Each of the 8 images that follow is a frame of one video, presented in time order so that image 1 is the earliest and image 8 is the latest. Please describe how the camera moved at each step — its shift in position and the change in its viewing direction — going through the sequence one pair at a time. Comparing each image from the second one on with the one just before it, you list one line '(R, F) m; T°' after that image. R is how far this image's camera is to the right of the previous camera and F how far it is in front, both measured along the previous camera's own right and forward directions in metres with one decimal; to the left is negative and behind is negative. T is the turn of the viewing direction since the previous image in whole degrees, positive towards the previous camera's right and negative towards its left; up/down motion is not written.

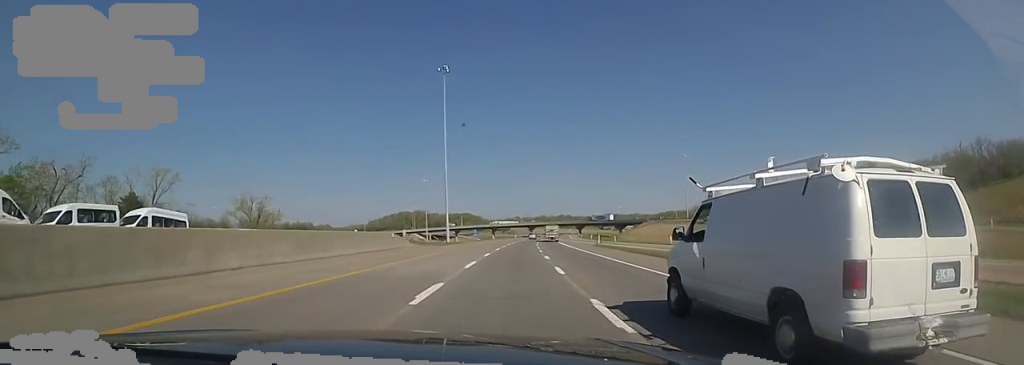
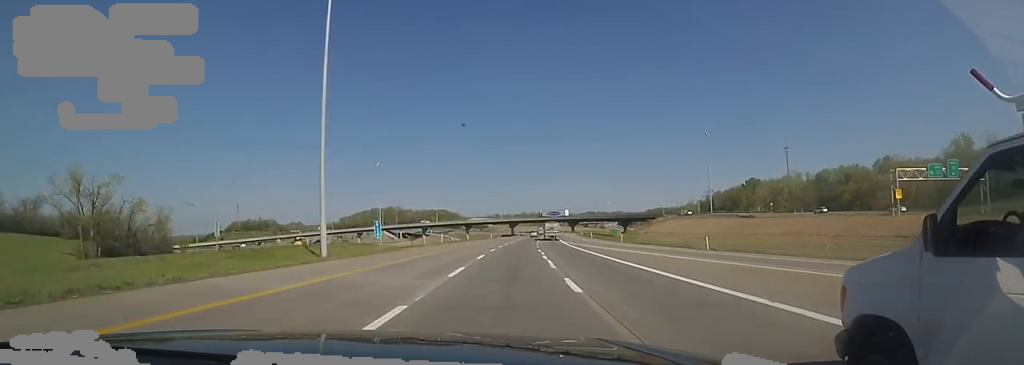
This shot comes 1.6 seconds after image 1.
(+0.2, +53.4) m; +3°
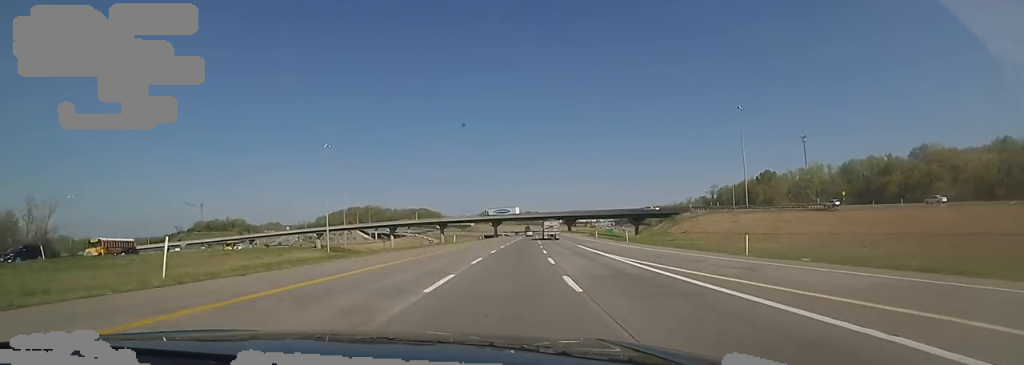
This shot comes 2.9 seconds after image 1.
(+1.4, +43.0) m; +2°
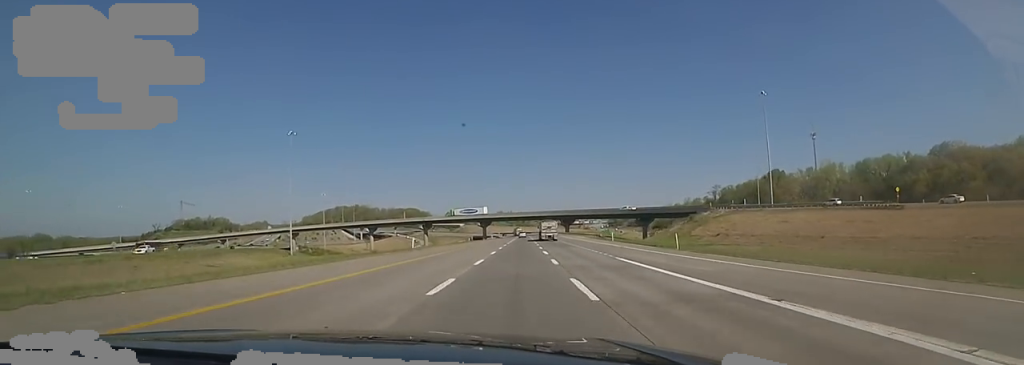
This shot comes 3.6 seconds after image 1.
(+0.1, +21.2) m; 0°
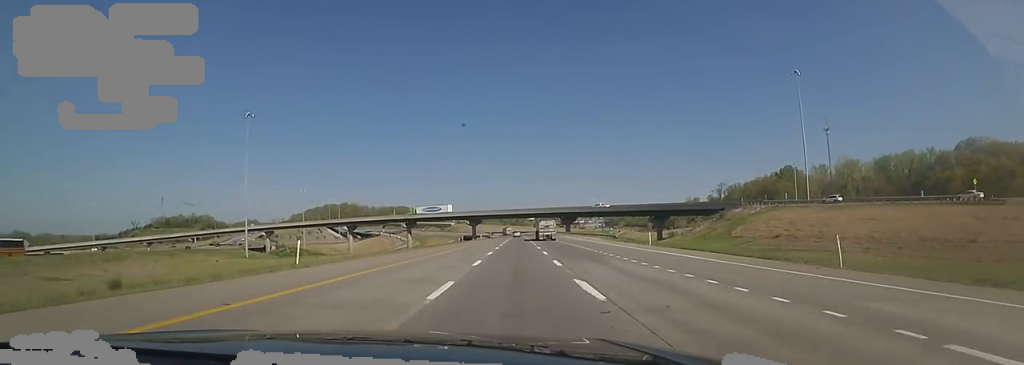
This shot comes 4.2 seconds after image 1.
(+0.2, +21.4) m; 0°
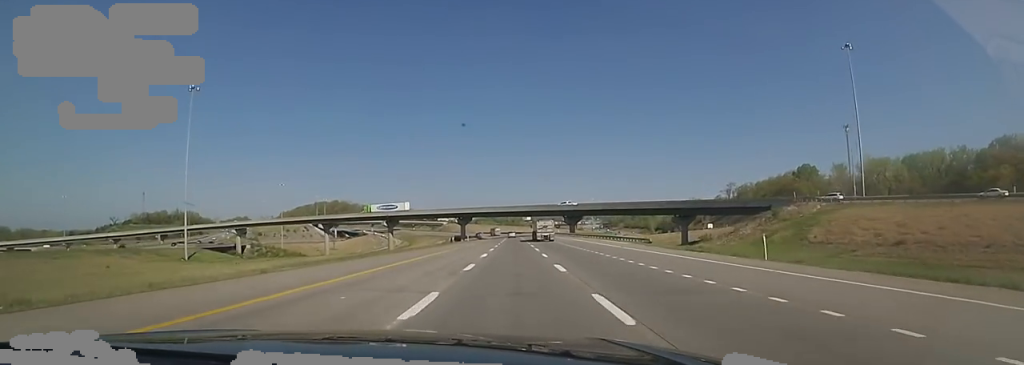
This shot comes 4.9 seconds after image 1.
(-0.2, +22.4) m; +1°
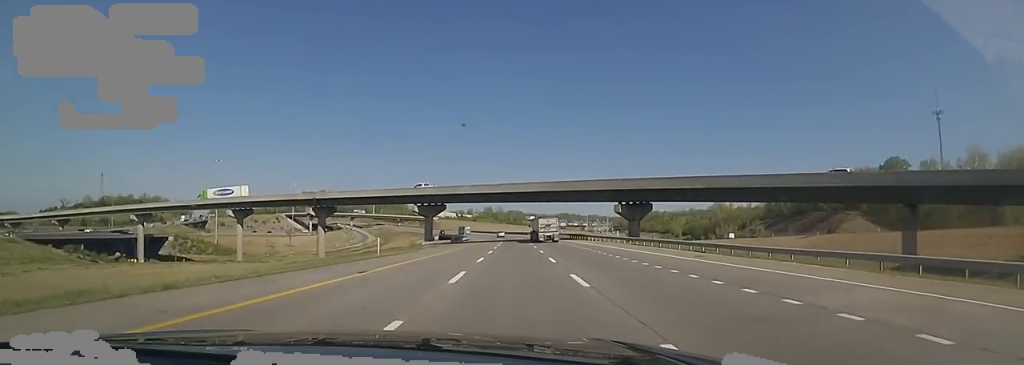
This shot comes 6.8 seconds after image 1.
(+0.6, +63.7) m; 0°
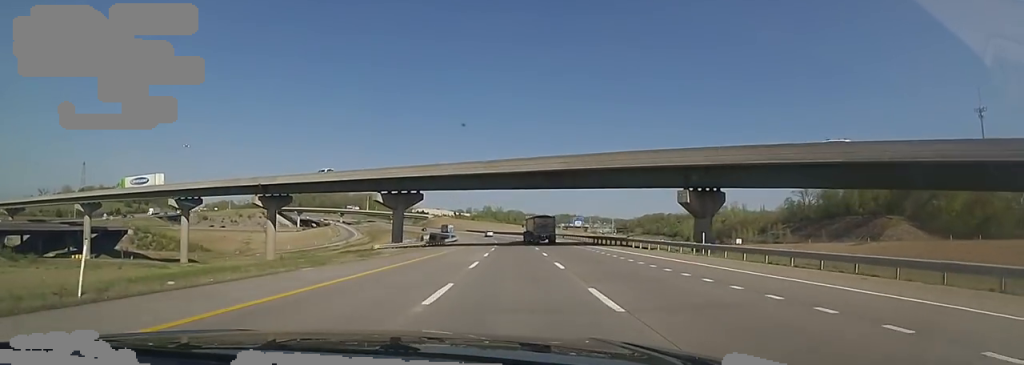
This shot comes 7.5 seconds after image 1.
(-0.1, +23.4) m; 0°
